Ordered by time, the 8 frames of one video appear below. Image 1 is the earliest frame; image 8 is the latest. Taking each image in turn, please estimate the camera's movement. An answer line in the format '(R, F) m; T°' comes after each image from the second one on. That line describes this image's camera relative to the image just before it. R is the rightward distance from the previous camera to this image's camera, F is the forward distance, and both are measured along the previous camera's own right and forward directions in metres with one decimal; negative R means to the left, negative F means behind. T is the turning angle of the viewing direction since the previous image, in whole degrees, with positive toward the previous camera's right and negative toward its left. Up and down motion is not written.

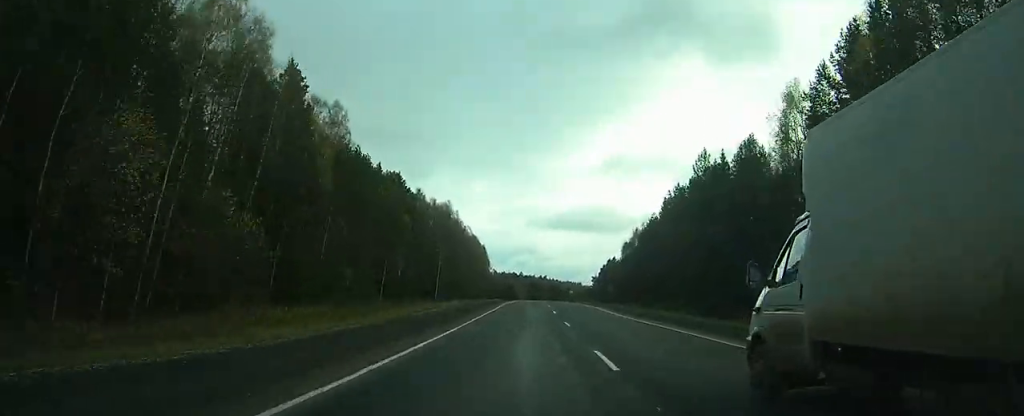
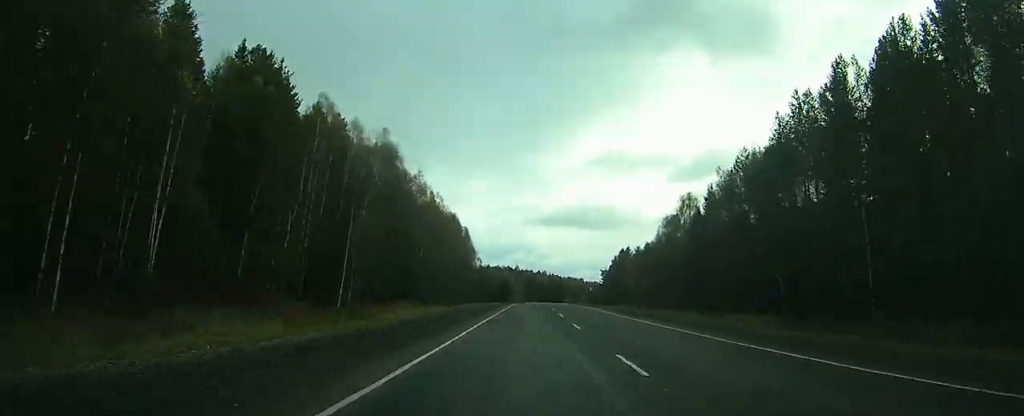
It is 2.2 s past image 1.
(+0.1, +63.0) m; +1°
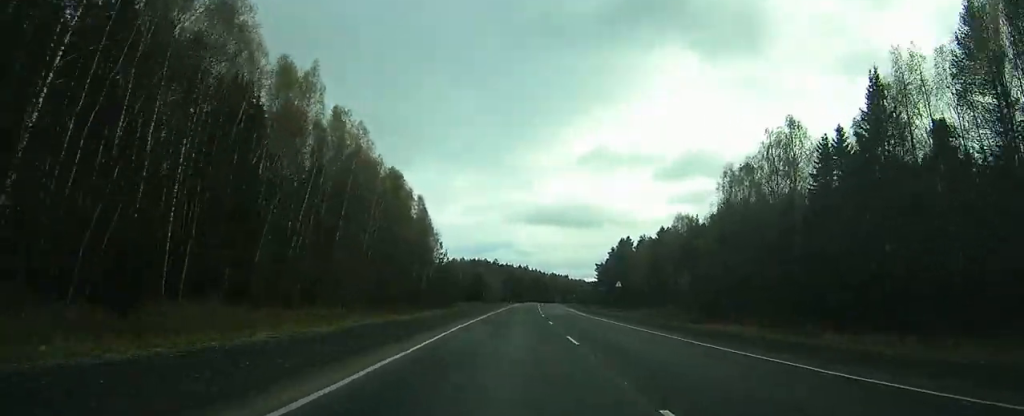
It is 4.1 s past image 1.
(+0.6, +54.5) m; +1°
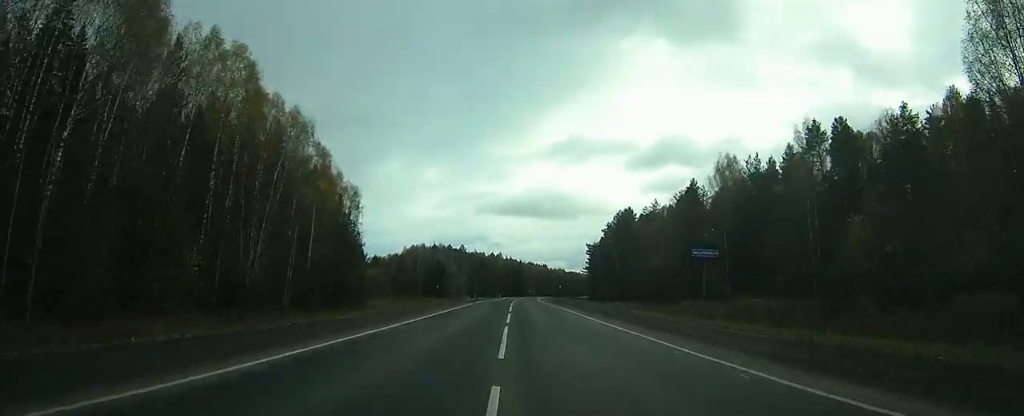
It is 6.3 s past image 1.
(+0.9, +59.2) m; +1°
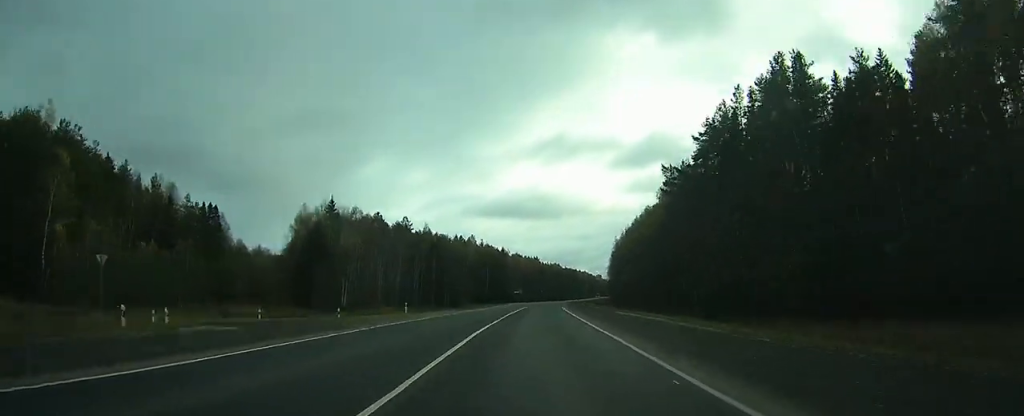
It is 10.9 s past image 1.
(+2.3, +124.1) m; +2°
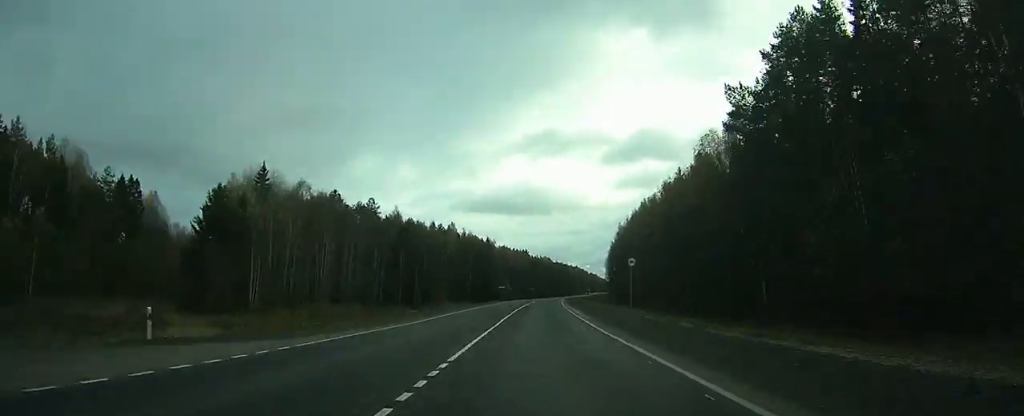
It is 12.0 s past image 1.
(+0.1, +30.1) m; +1°
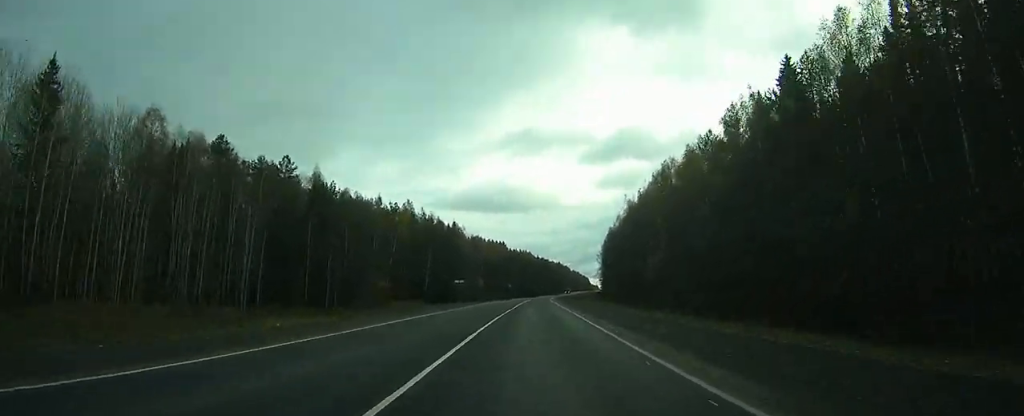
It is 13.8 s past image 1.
(+0.8, +47.5) m; +2°
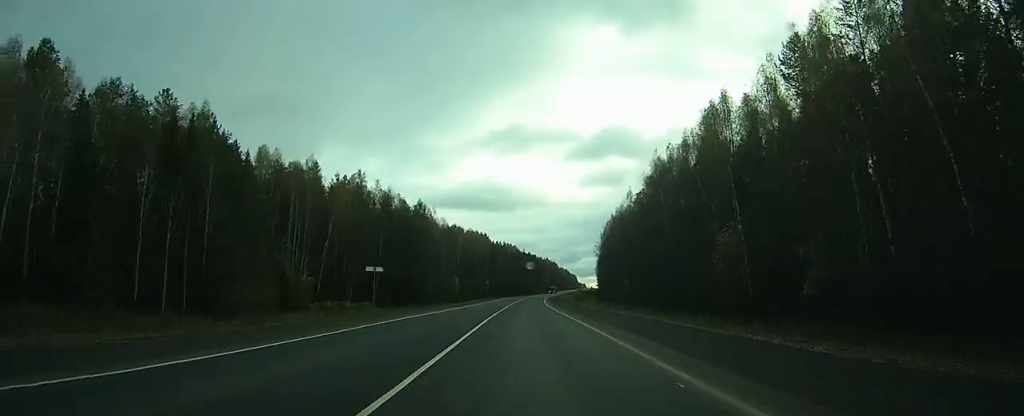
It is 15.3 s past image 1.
(+0.5, +38.7) m; +1°
